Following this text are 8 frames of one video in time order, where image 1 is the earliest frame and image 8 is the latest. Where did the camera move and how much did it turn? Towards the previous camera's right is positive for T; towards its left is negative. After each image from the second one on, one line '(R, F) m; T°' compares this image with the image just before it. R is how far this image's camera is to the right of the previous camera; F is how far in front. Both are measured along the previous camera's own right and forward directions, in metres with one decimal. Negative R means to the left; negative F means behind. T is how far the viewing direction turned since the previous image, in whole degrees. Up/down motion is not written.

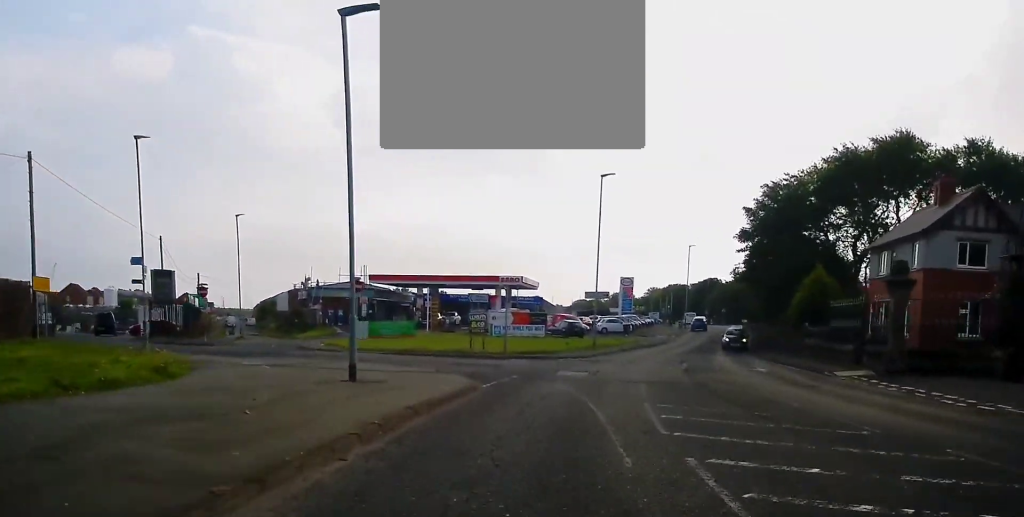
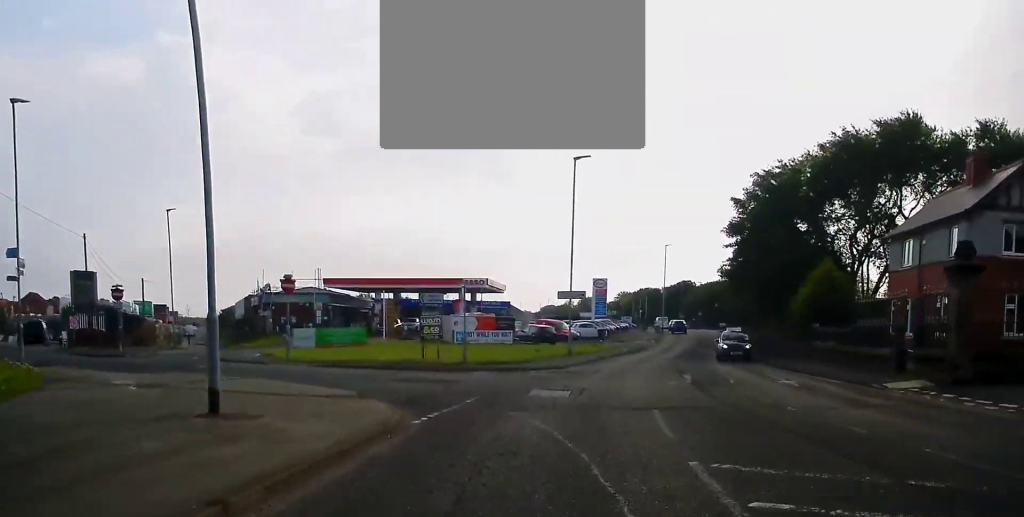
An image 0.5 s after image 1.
(+0.1, +6.2) m; +1°
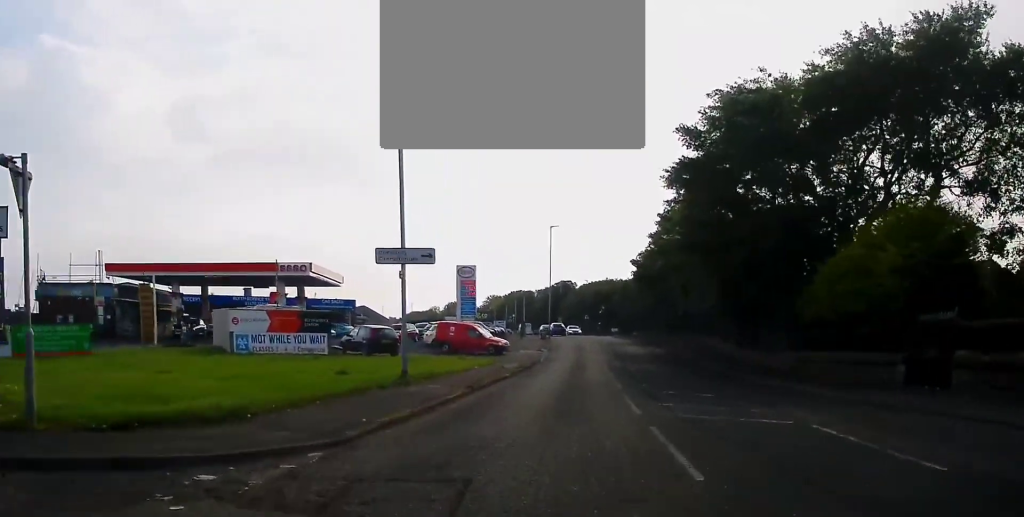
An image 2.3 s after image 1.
(+1.2, +21.3) m; +8°
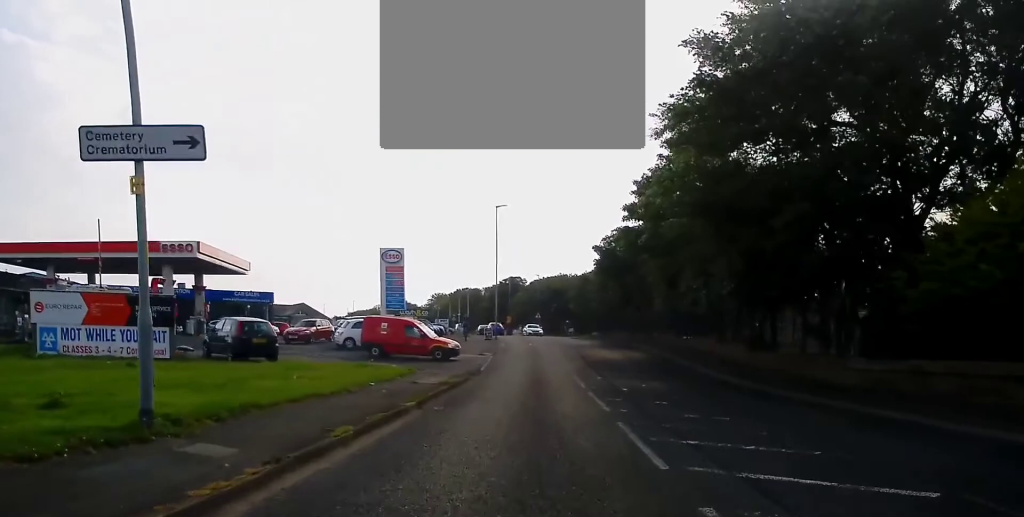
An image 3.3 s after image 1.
(+0.5, +11.4) m; +5°
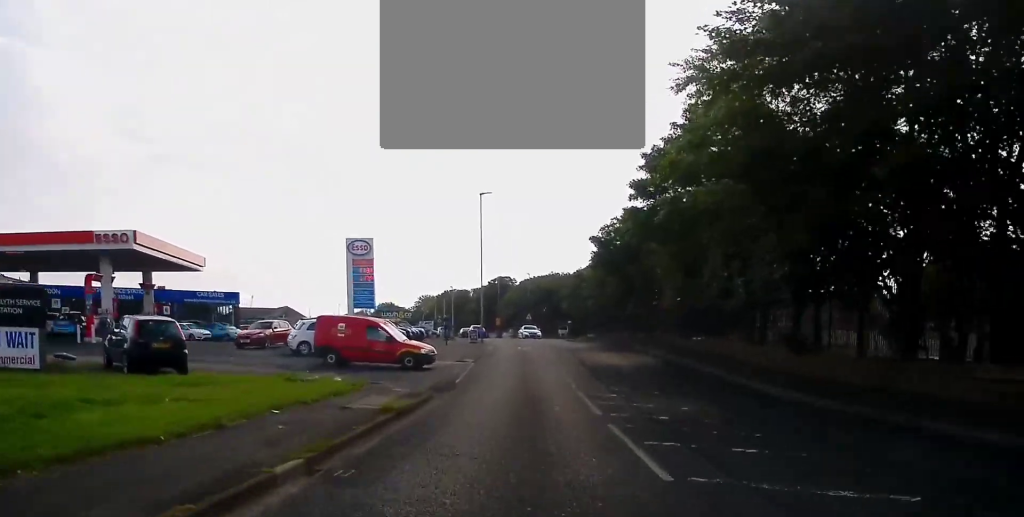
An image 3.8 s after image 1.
(+0.2, +6.7) m; +1°
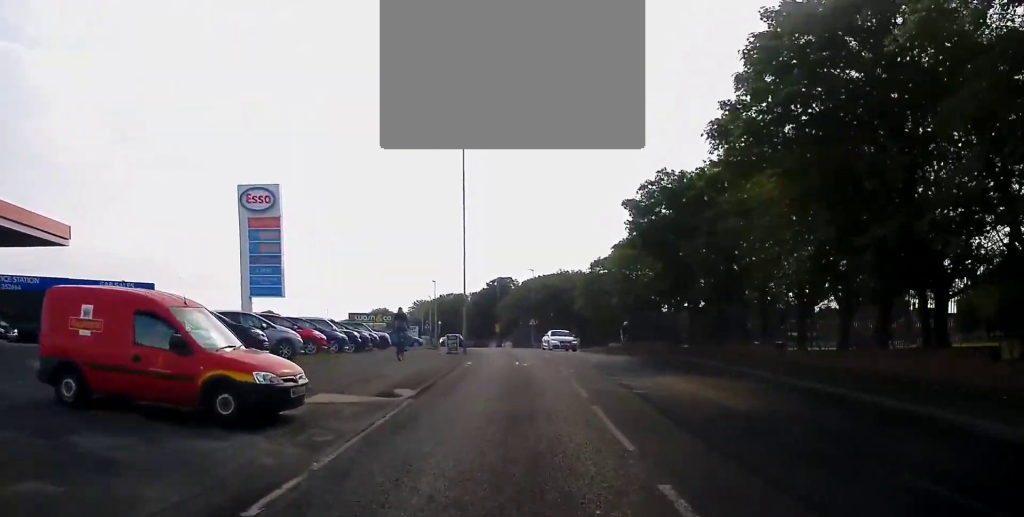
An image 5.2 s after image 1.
(+0.2, +16.5) m; +1°
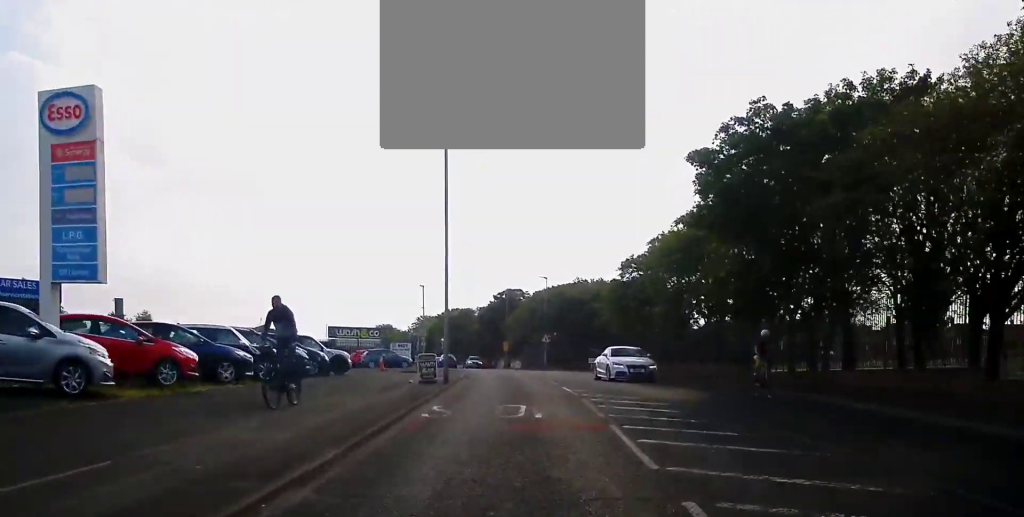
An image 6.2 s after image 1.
(-0.1, +12.8) m; -2°
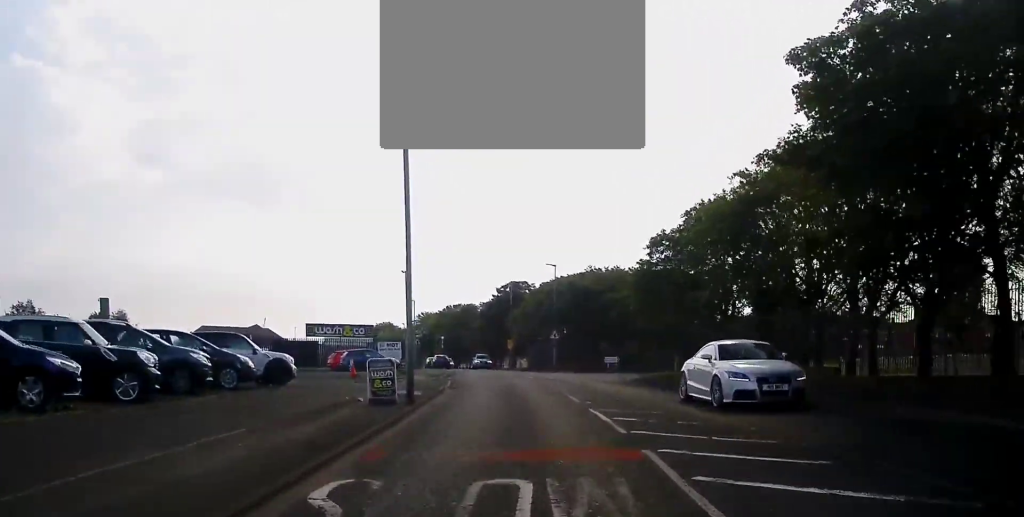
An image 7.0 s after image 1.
(-0.4, +8.8) m; 0°
